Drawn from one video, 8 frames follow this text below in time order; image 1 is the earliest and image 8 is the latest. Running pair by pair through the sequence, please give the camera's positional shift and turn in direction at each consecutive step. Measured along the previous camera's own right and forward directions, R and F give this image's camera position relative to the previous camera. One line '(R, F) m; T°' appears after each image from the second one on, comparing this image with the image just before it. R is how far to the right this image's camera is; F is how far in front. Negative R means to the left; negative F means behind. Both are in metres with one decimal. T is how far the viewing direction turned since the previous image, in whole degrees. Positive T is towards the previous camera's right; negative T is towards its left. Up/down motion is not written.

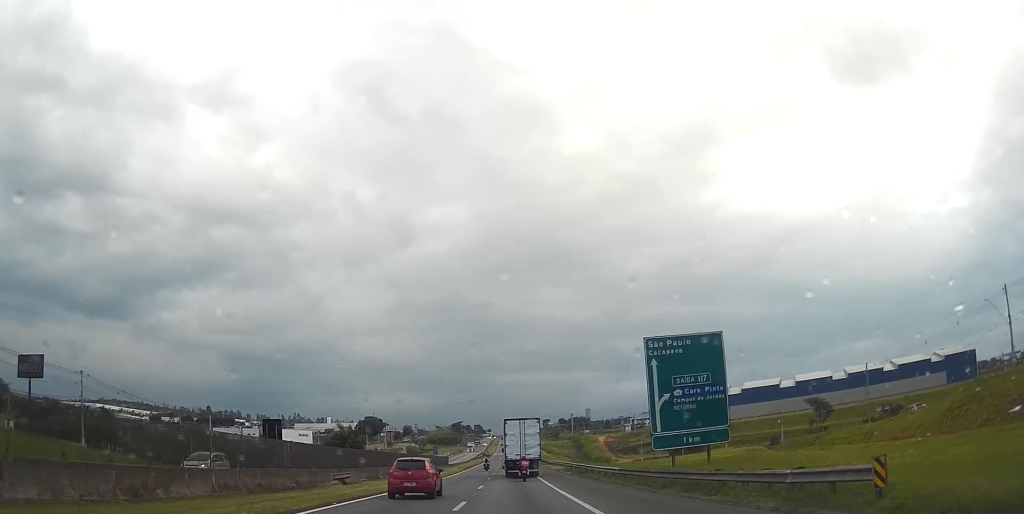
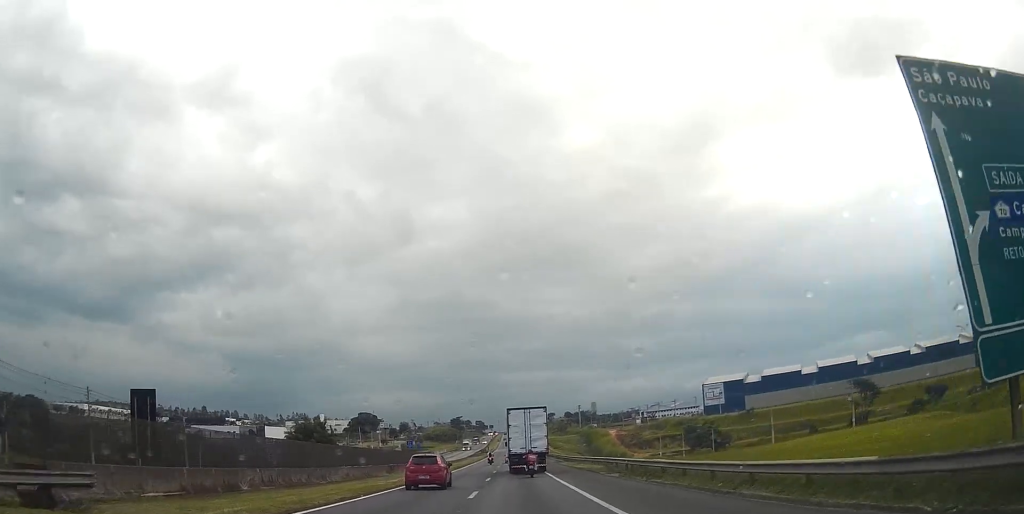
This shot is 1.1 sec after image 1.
(-0.1, +28.9) m; -1°
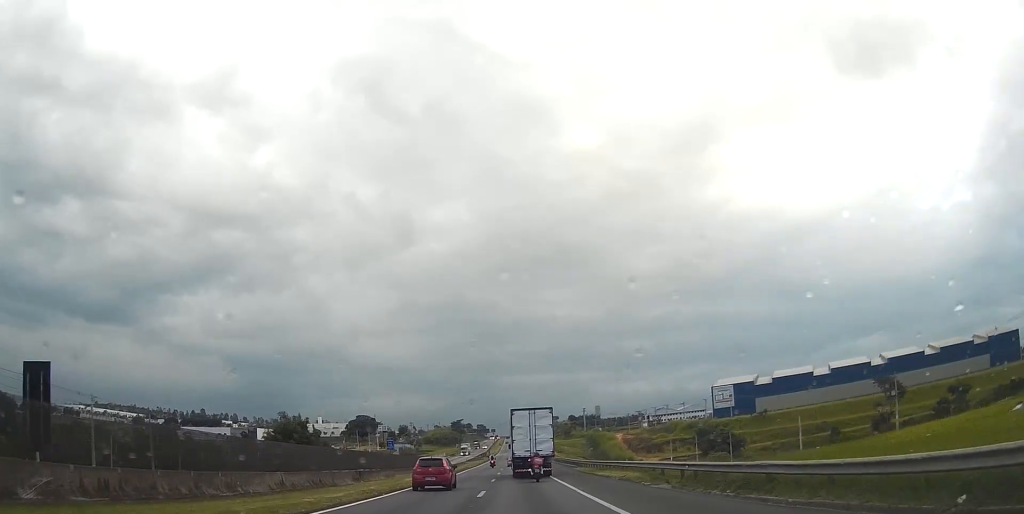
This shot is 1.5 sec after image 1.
(0.0, +13.1) m; 0°
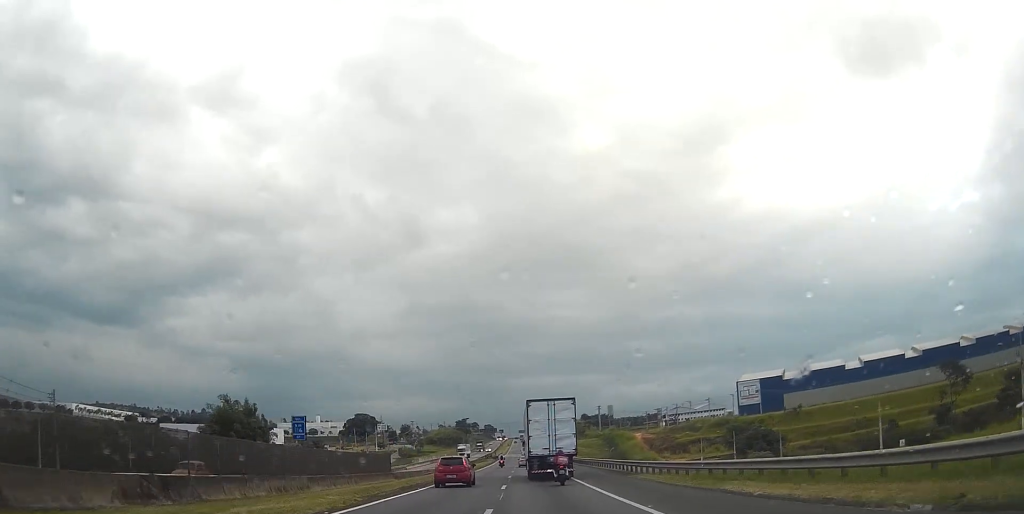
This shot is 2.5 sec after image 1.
(-0.2, +27.6) m; -1°
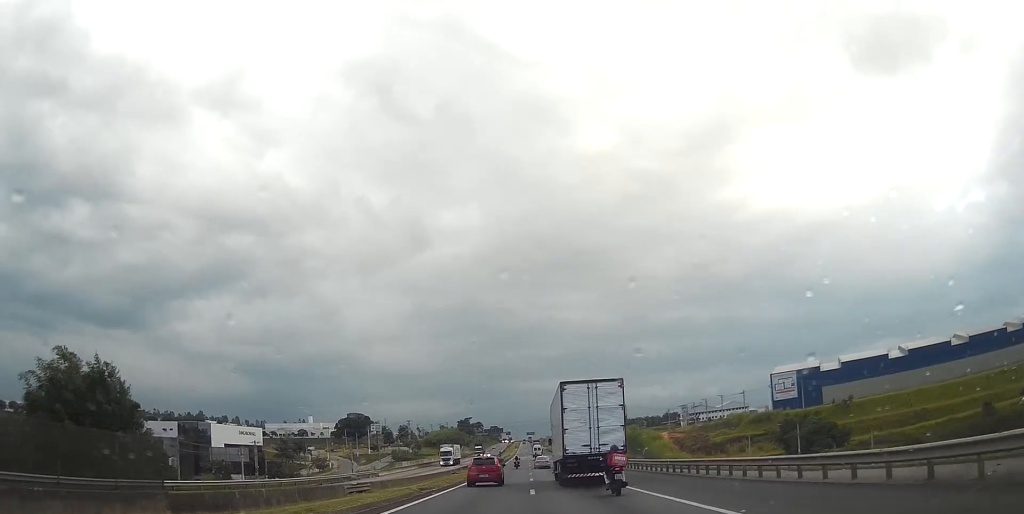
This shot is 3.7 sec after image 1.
(-0.1, +36.4) m; 0°
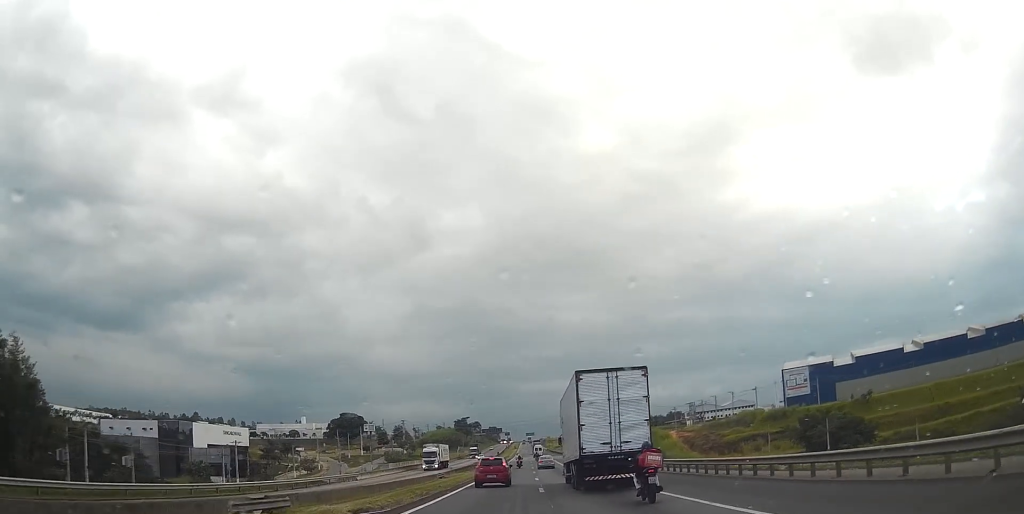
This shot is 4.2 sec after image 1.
(0.0, +14.0) m; 0°
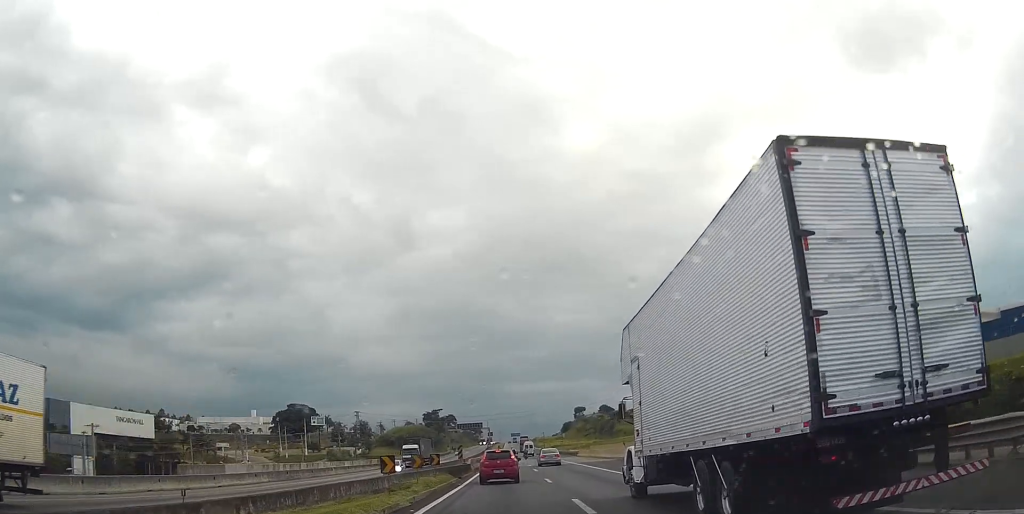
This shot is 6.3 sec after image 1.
(+0.3, +63.2) m; +1°
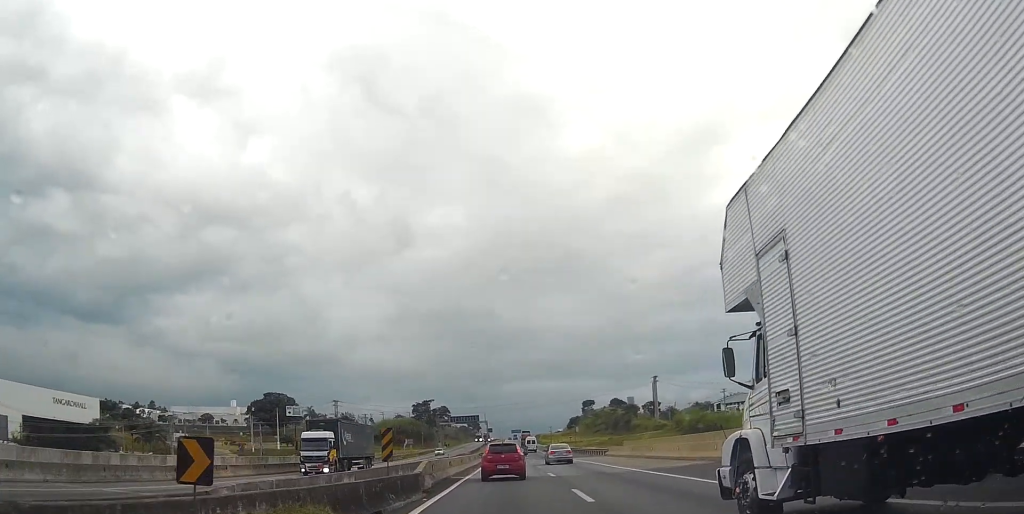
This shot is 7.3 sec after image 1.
(+0.1, +29.2) m; -1°
